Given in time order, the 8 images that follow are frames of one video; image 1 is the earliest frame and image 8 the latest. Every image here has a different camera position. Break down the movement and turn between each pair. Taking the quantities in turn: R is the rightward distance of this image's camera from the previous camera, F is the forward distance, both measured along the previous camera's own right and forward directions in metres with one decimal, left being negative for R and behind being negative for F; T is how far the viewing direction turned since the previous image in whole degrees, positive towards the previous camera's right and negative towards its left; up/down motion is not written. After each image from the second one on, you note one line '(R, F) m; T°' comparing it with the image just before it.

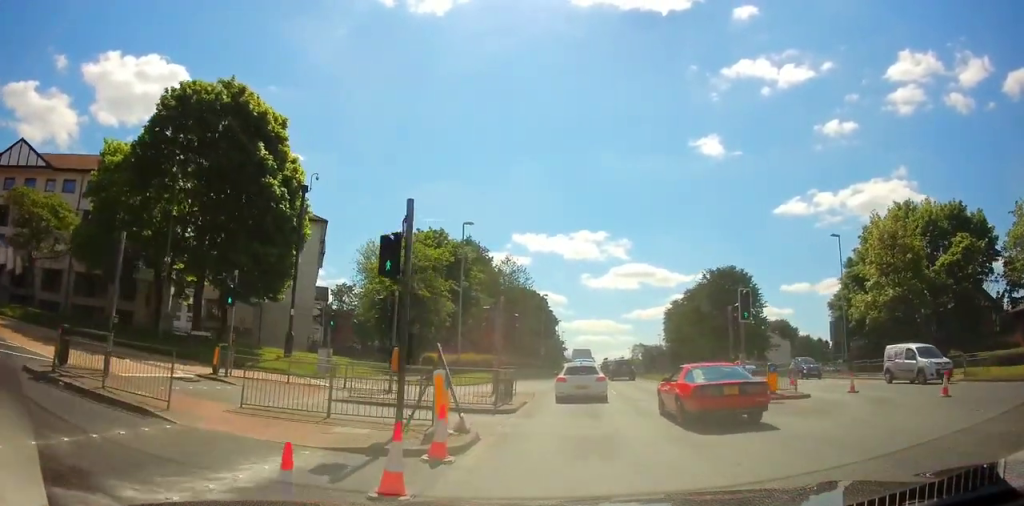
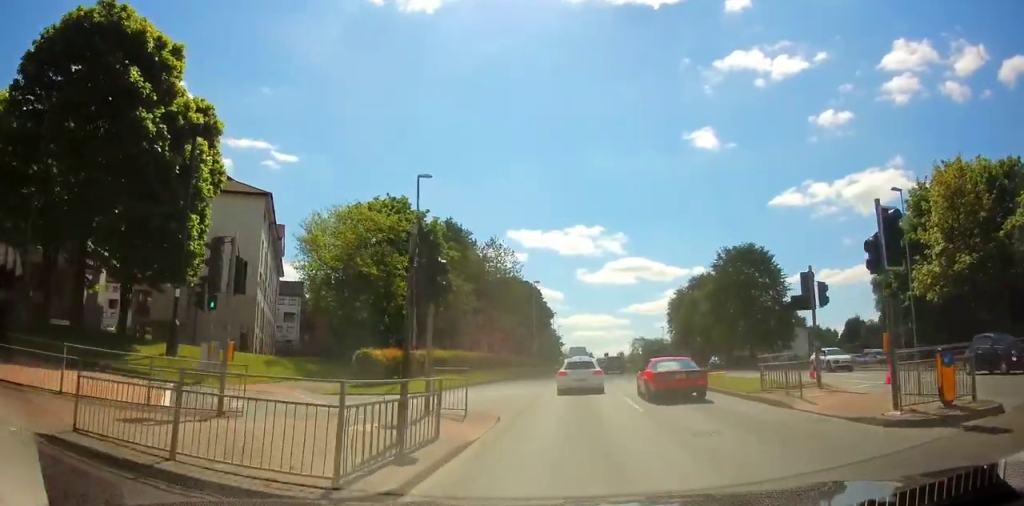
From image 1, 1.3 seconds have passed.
(+0.5, +9.6) m; +3°
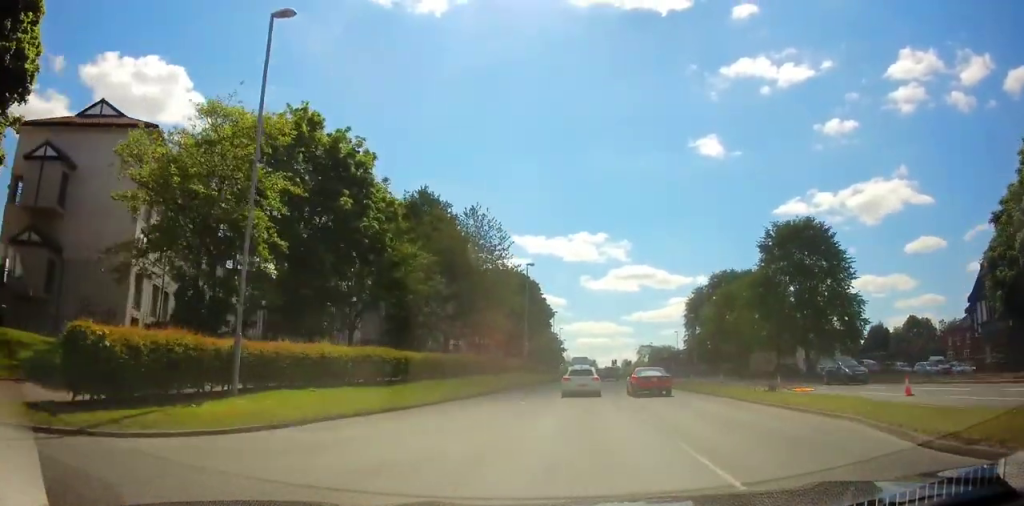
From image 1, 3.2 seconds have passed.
(-0.7, +14.9) m; -4°
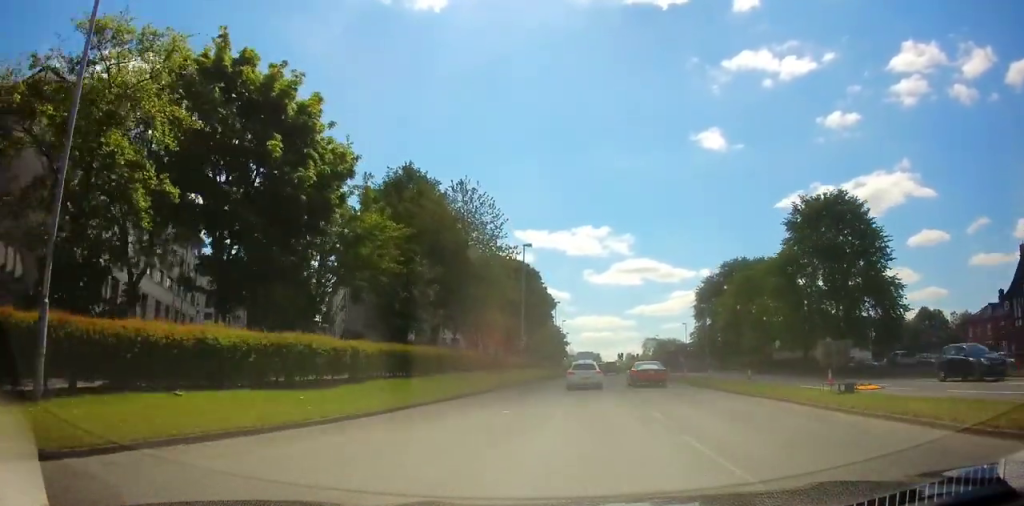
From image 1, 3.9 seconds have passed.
(0.0, +5.9) m; 0°
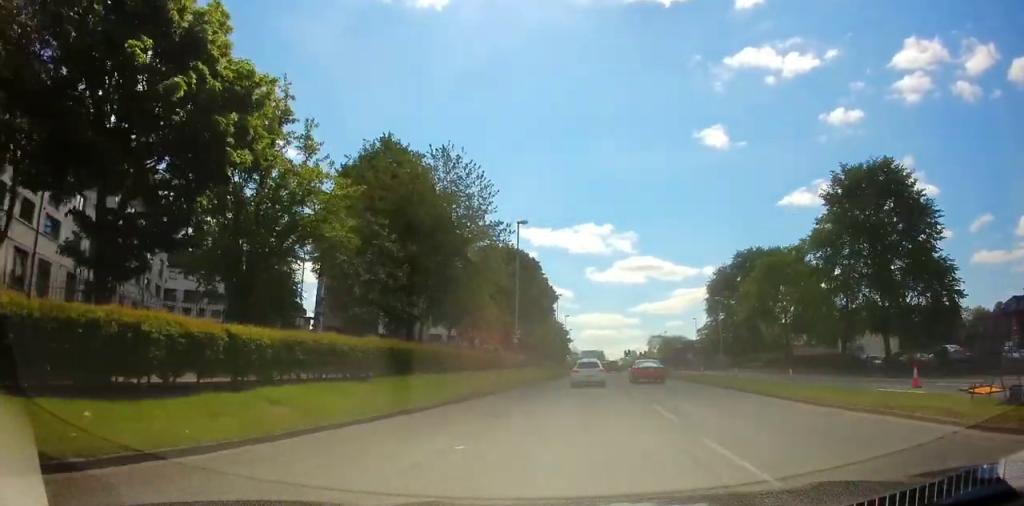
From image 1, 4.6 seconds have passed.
(0.0, +6.4) m; 0°
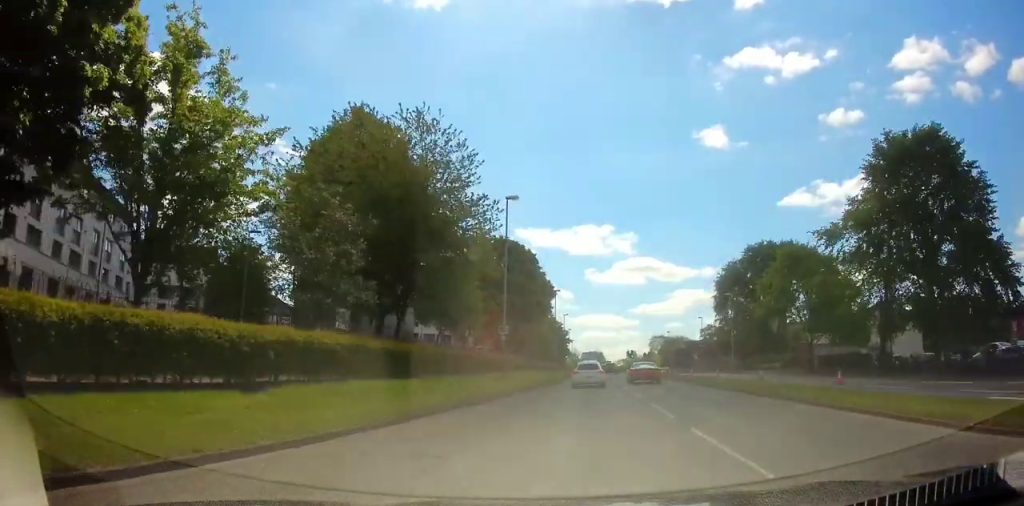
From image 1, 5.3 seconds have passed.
(-0.1, +6.0) m; +1°
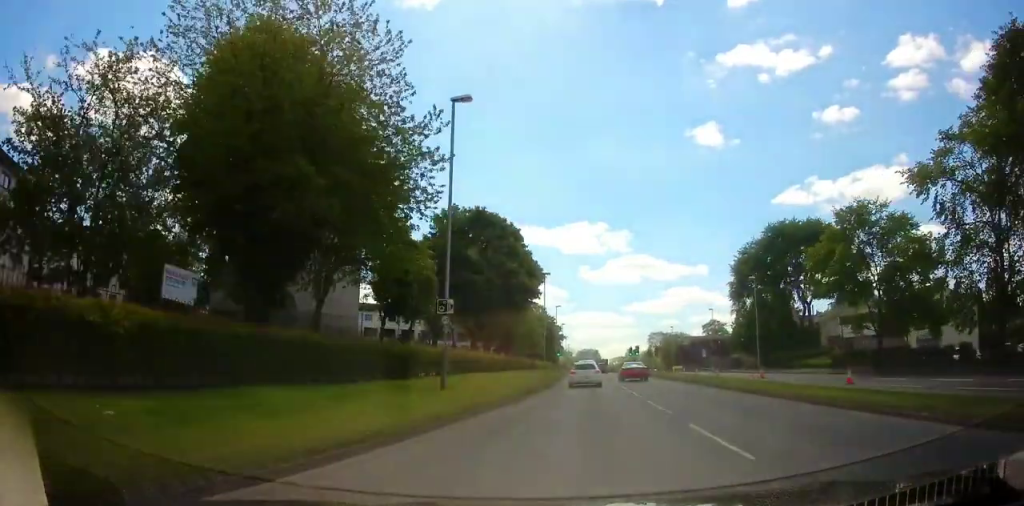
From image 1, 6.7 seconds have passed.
(+0.1, +13.1) m; 0°
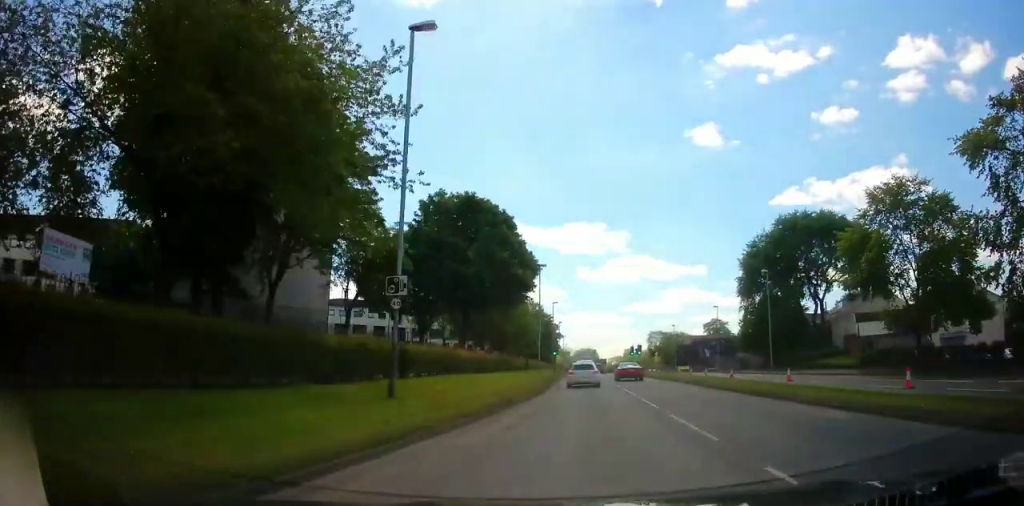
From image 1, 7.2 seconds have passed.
(-0.1, +4.9) m; 0°
